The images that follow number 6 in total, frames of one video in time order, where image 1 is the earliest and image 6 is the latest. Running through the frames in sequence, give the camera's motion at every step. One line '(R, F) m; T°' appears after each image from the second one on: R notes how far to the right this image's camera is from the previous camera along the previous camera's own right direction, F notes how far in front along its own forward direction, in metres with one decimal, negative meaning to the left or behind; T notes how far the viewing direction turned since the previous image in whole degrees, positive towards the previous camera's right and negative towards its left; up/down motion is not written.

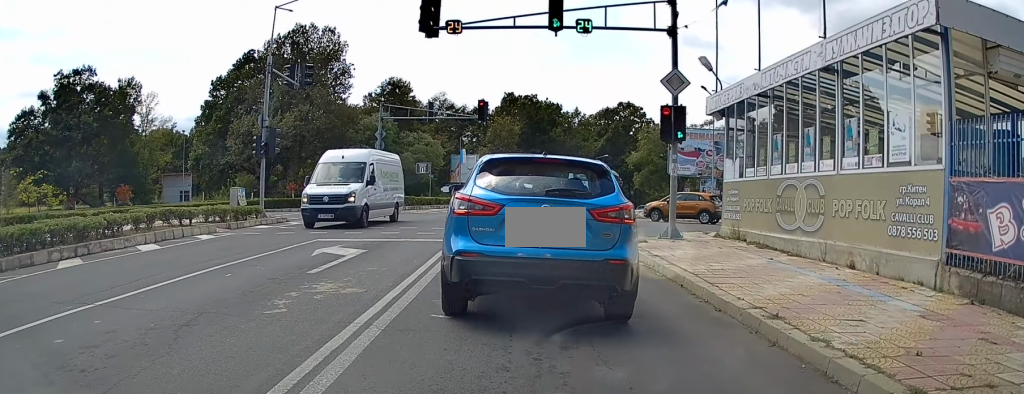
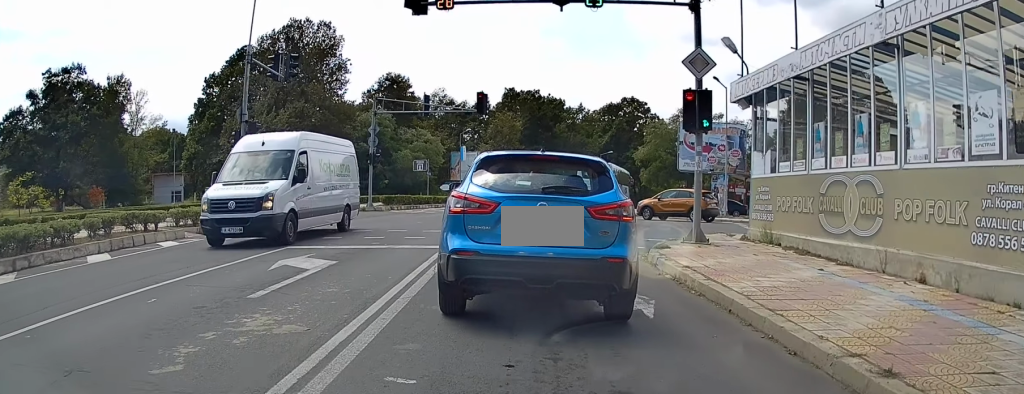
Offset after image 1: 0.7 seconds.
(-0.1, +2.2) m; -2°
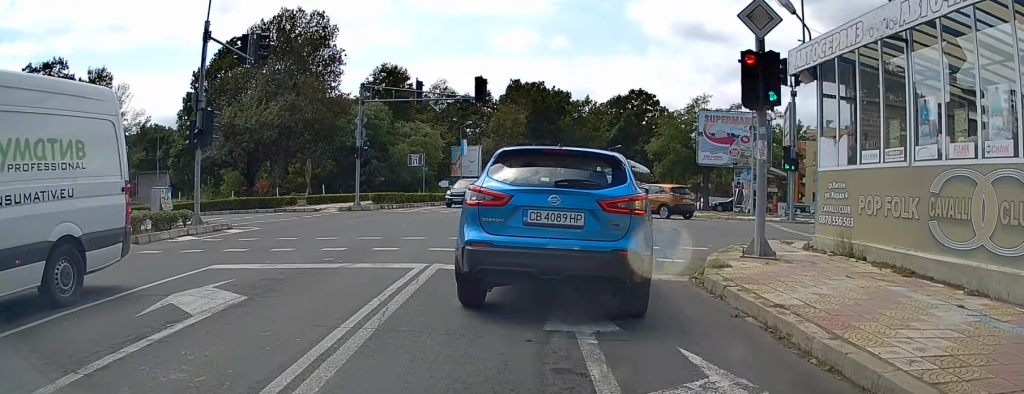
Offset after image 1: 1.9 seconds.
(0.0, +4.0) m; +1°
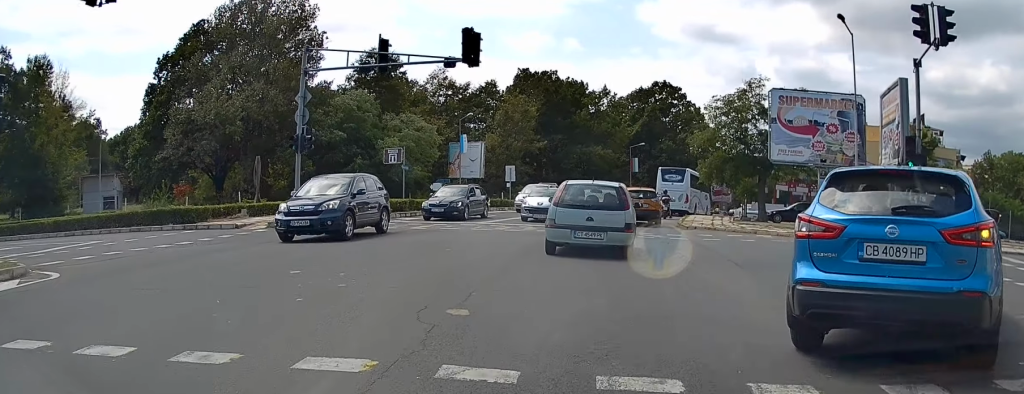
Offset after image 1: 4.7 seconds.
(-0.4, +10.1) m; -2°
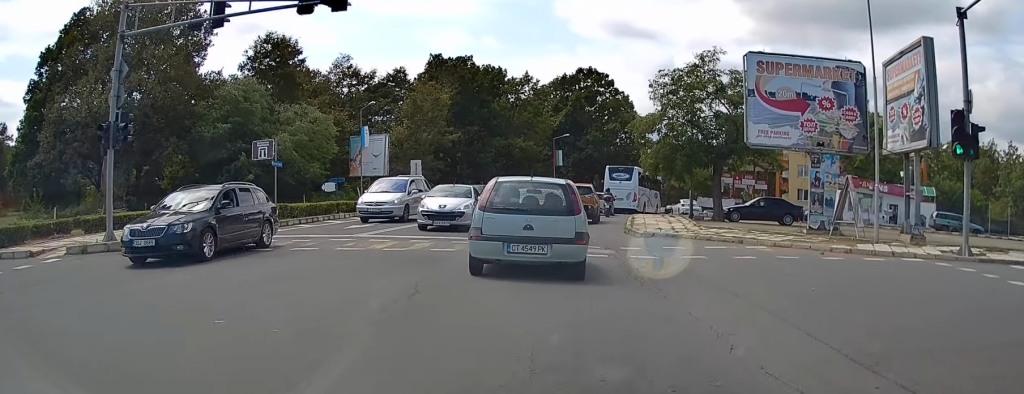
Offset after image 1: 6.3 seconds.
(+0.7, +6.8) m; +8°
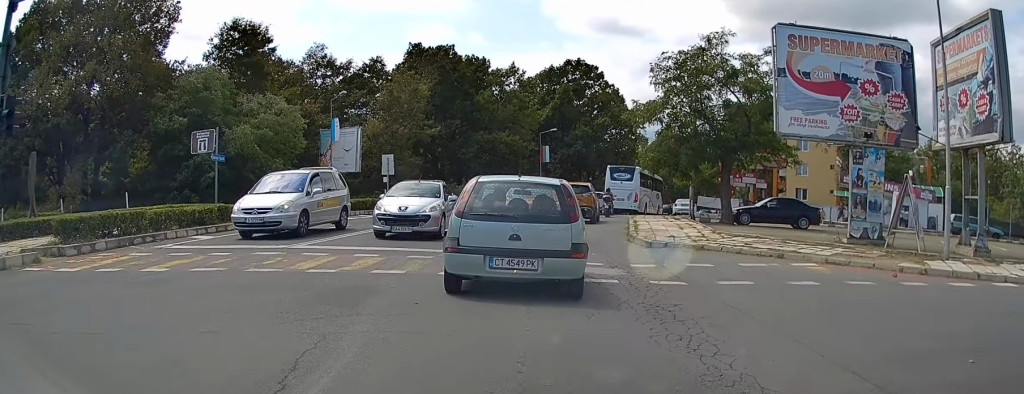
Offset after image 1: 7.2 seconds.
(0.0, +4.0) m; 0°
